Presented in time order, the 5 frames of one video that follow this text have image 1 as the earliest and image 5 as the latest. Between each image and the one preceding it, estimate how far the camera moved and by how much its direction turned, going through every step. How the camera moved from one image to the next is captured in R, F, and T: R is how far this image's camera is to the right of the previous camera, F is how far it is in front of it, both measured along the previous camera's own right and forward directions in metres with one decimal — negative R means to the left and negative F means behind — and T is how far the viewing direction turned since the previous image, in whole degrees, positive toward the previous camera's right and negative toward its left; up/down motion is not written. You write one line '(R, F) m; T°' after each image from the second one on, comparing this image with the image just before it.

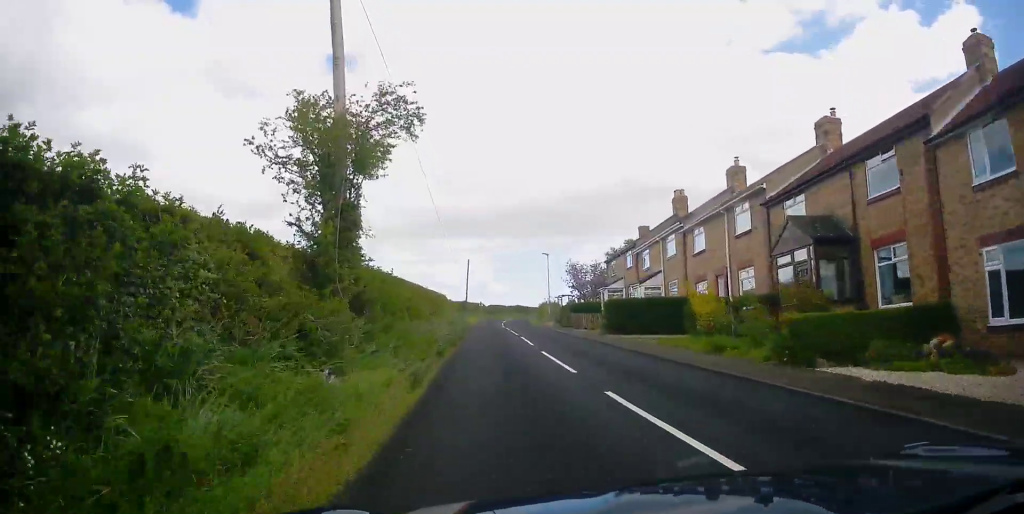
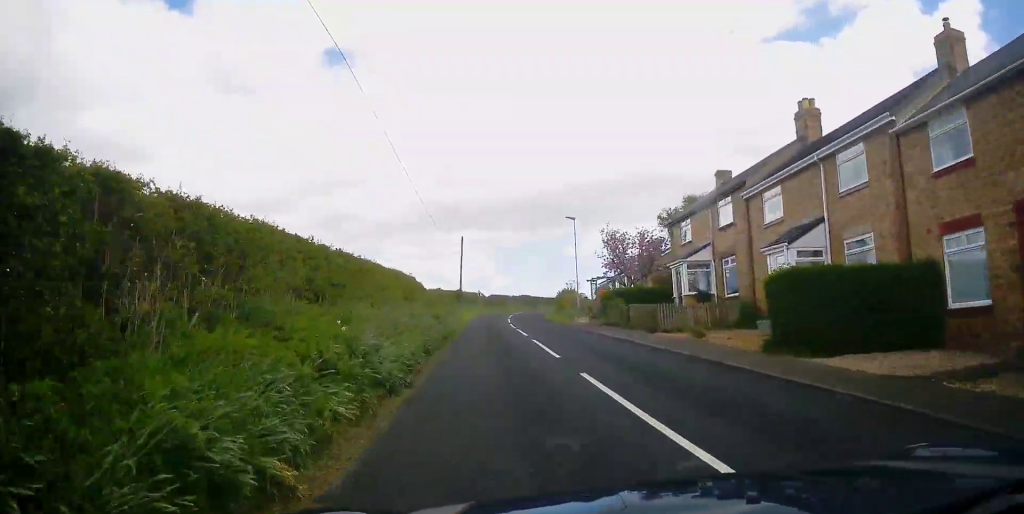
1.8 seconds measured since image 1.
(-0.3, +15.2) m; 0°
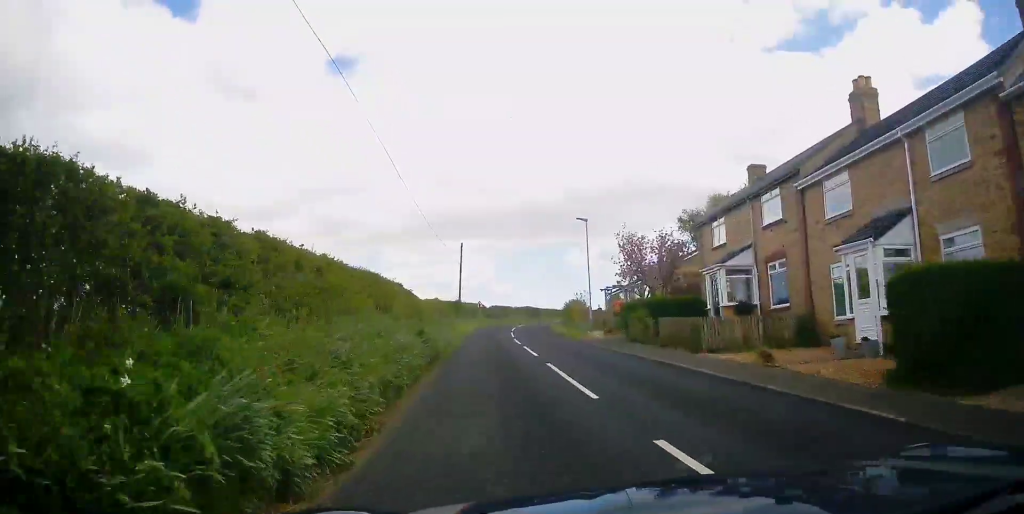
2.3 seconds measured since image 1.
(+0.1, +4.1) m; +1°
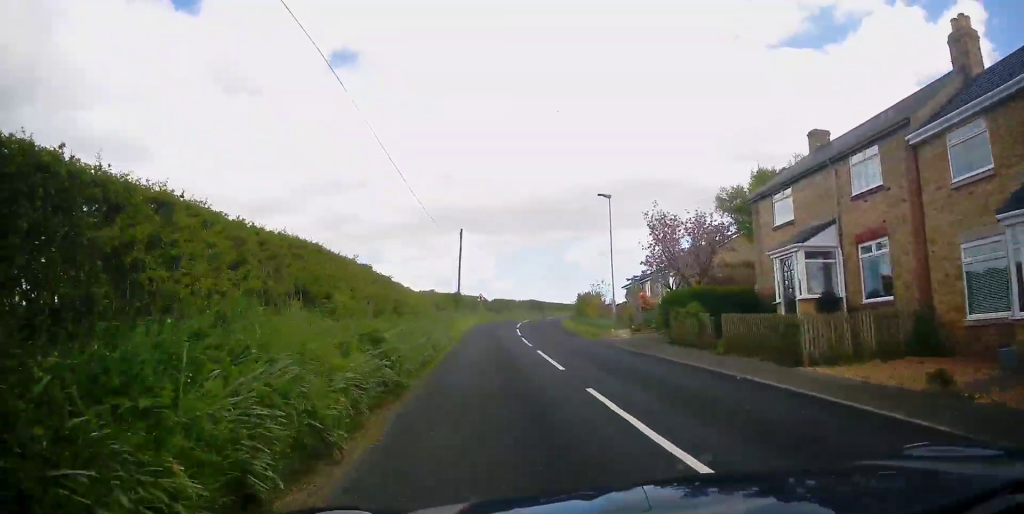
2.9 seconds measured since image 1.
(0.0, +5.9) m; -1°
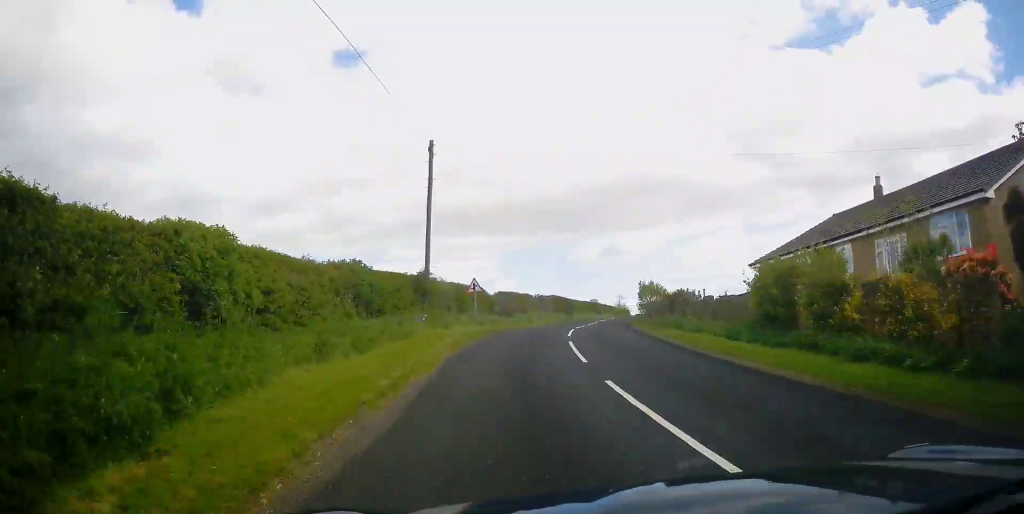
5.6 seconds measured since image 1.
(0.0, +26.1) m; -1°
